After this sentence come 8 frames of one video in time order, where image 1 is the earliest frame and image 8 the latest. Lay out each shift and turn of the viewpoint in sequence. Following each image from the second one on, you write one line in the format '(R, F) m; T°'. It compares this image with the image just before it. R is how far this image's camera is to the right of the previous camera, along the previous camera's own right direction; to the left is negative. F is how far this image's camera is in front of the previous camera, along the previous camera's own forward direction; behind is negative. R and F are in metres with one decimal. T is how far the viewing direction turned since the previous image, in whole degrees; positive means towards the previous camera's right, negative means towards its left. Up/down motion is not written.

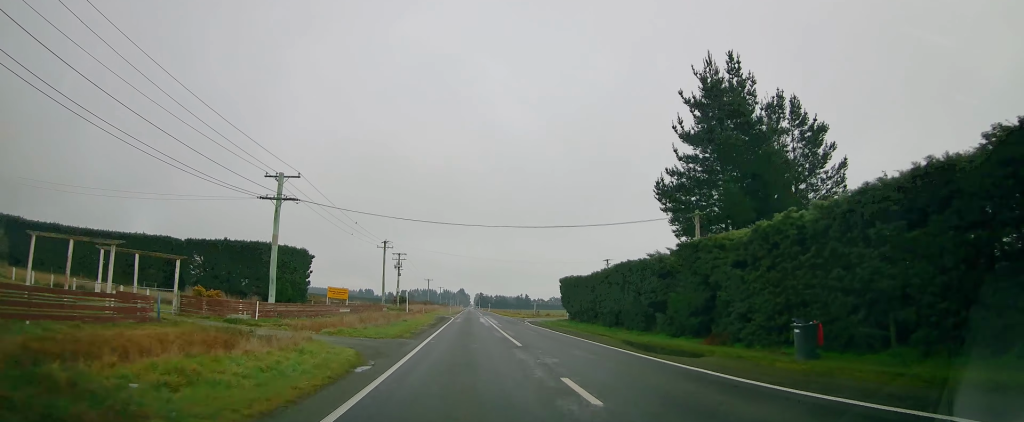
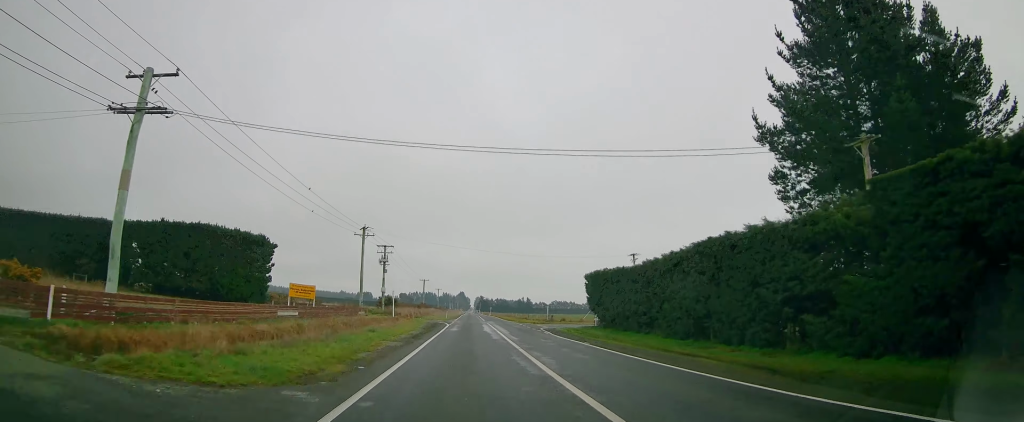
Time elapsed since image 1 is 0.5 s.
(0.0, +14.4) m; 0°
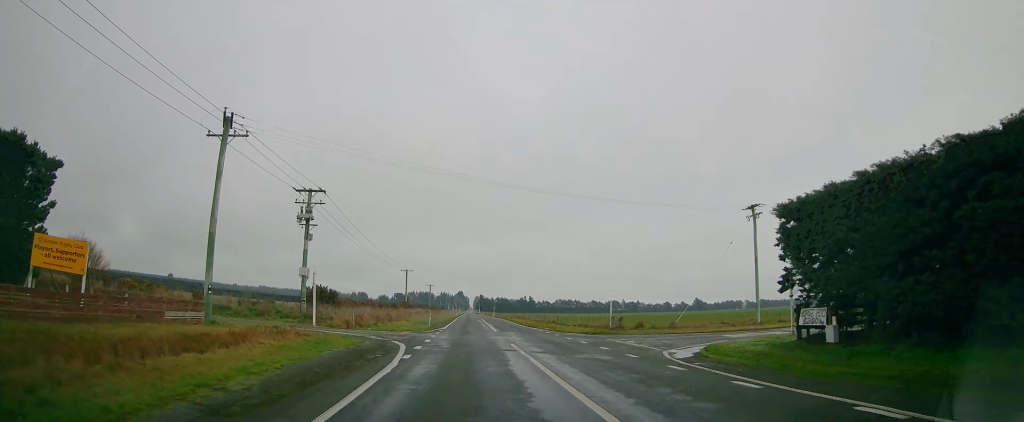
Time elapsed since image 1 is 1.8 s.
(0.0, +33.1) m; 0°
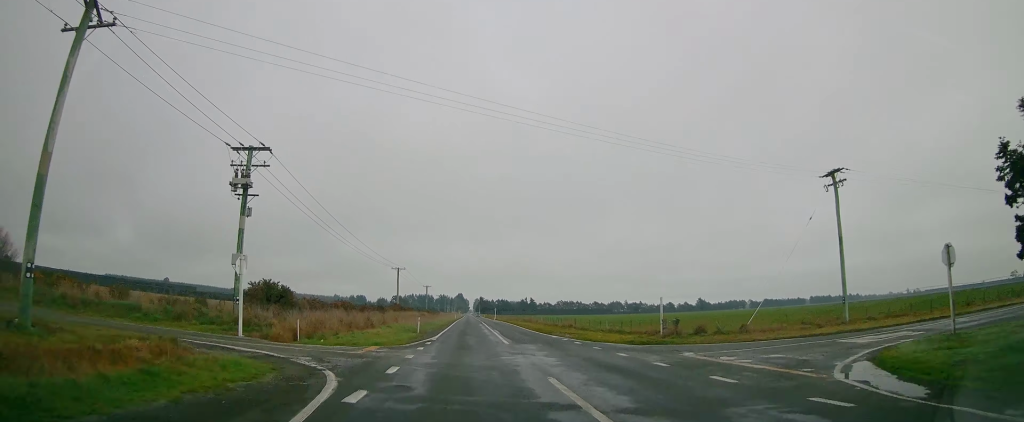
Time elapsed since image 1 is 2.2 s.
(0.0, +10.7) m; 0°
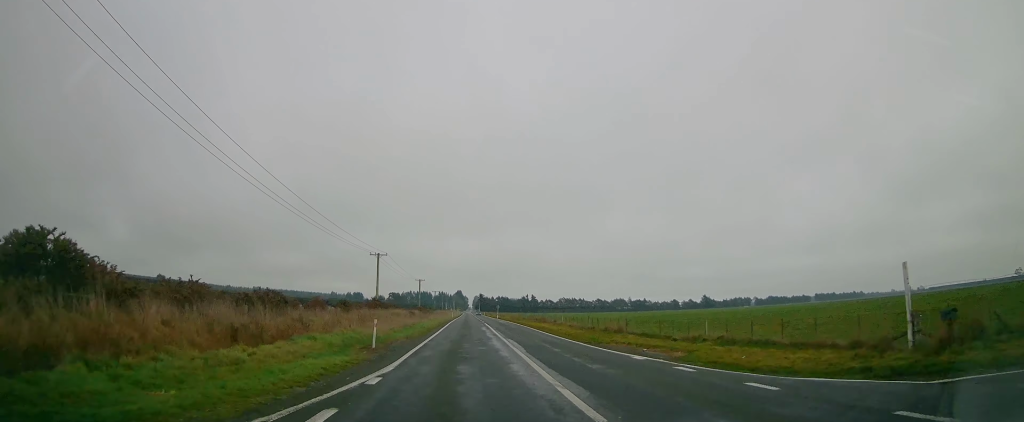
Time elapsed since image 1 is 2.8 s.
(-0.1, +17.8) m; +1°
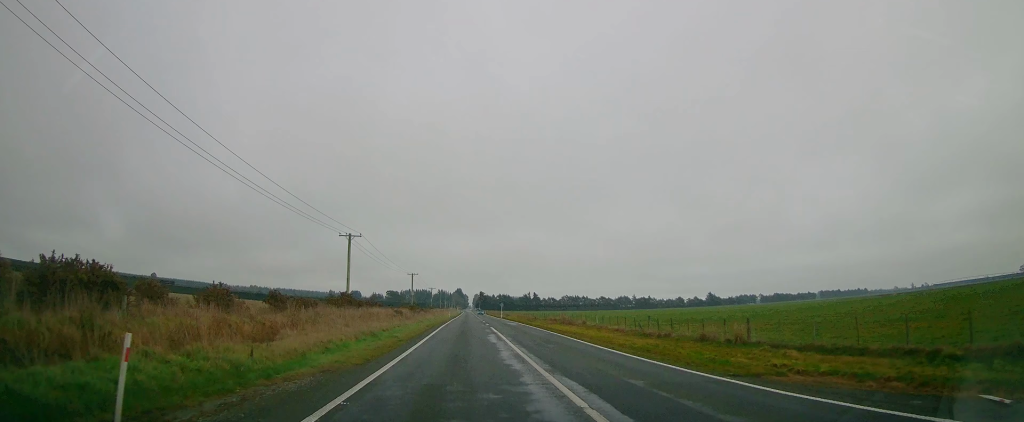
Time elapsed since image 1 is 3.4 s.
(+0.2, +16.1) m; 0°
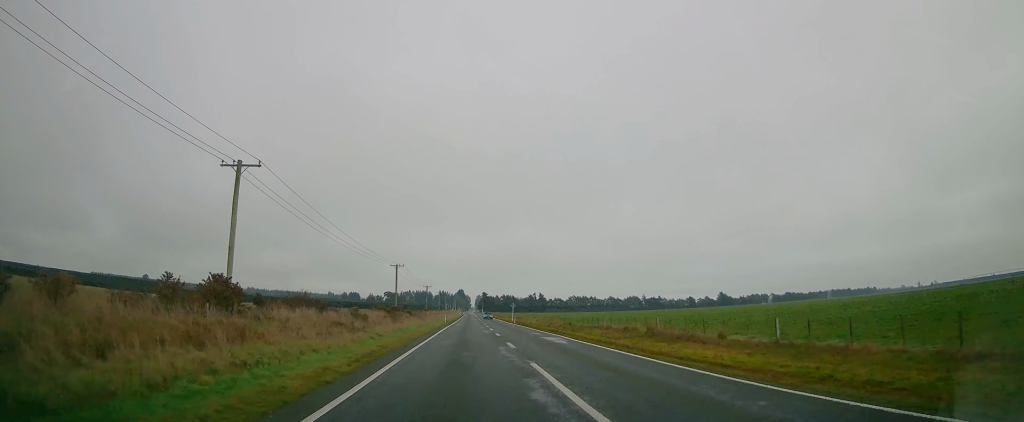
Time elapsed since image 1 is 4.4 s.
(0.0, +26.0) m; 0°
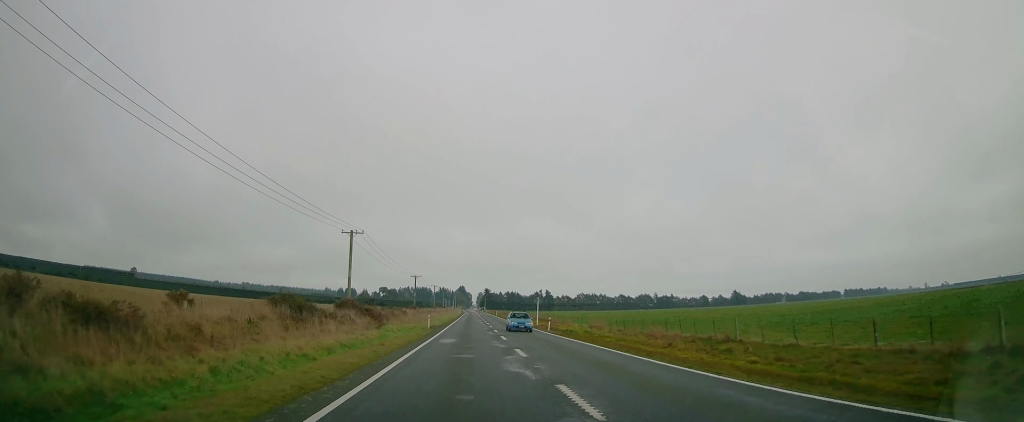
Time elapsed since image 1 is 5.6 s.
(-0.3, +33.5) m; 0°
